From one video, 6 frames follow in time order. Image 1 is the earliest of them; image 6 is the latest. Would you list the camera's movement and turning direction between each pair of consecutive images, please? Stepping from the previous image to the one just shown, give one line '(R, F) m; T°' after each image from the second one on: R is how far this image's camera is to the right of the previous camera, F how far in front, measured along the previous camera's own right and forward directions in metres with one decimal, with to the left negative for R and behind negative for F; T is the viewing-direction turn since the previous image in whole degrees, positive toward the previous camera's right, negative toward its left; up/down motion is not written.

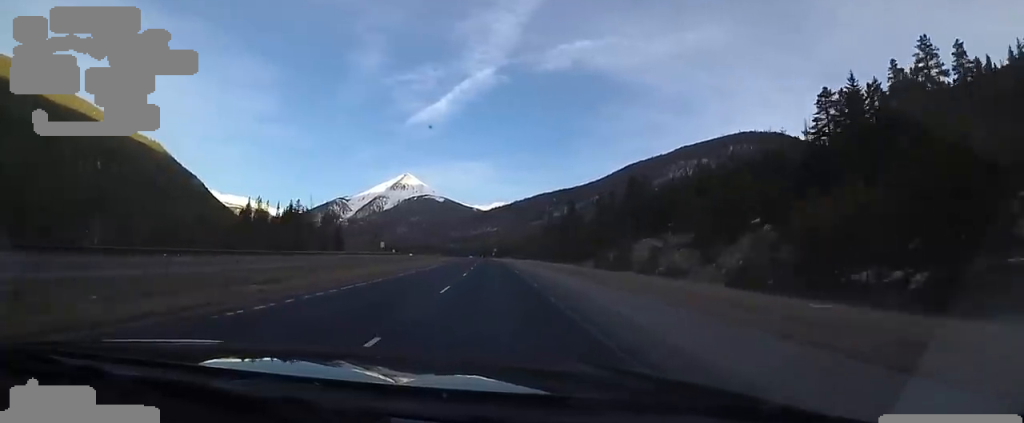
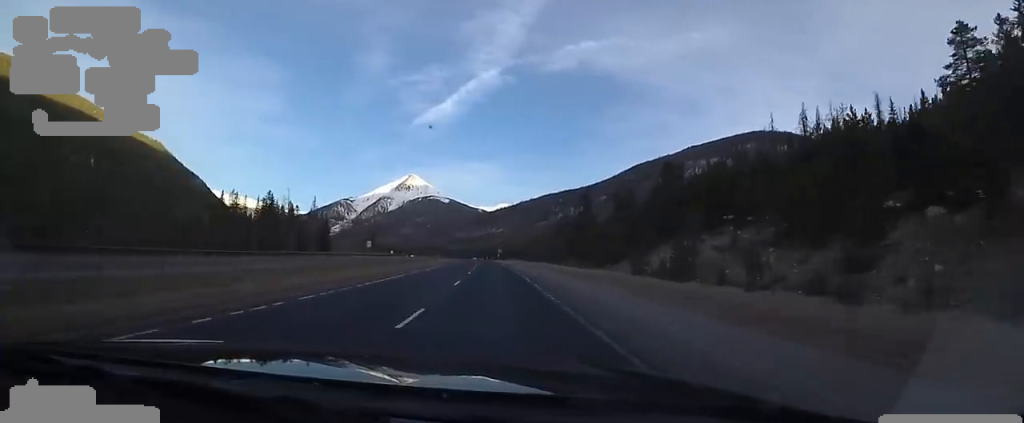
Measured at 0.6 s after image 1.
(-0.1, +19.8) m; 0°
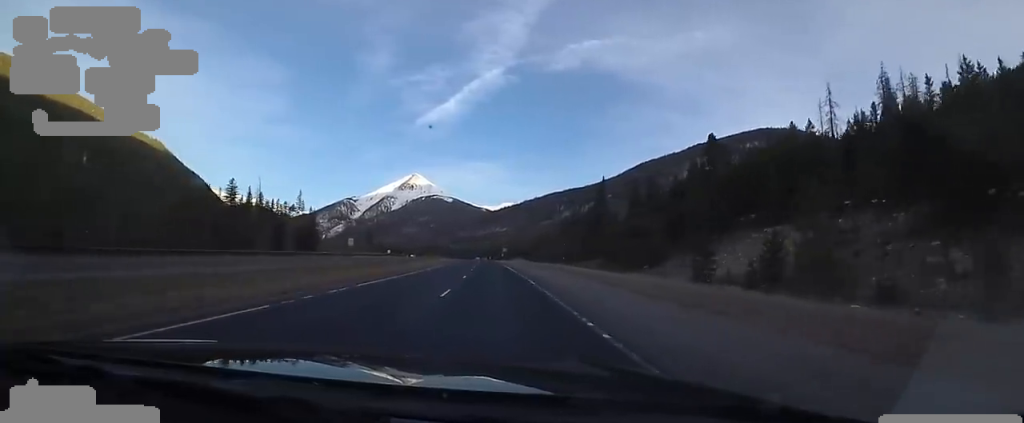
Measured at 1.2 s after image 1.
(+0.5, +17.6) m; -1°
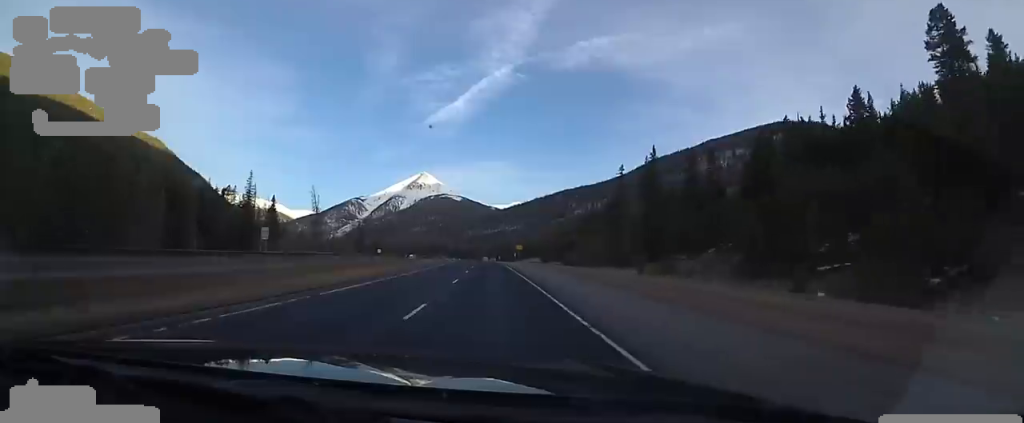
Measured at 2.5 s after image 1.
(-1.8, +41.6) m; -2°
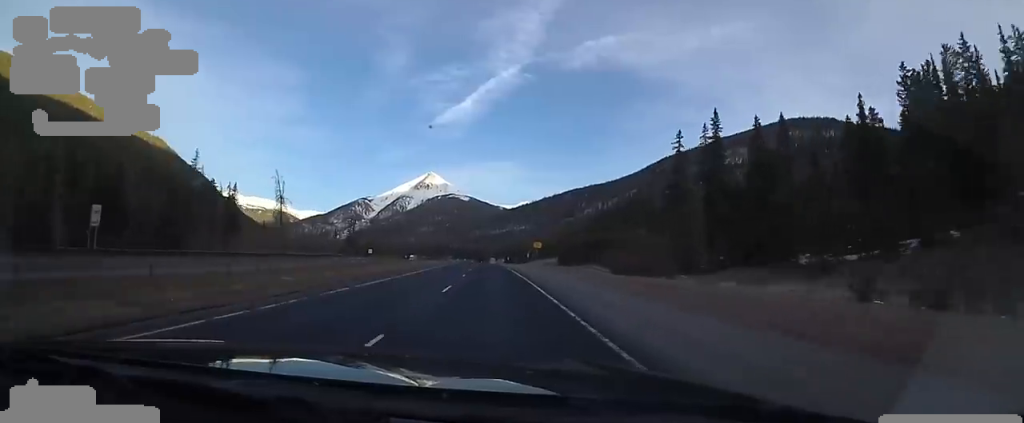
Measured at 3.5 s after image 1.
(+1.2, +29.3) m; 0°
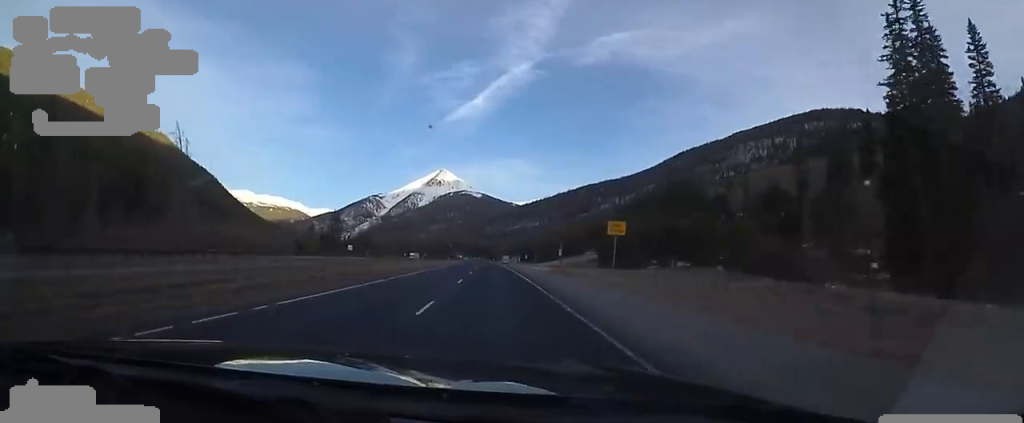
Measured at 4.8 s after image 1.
(-1.8, +42.8) m; -2°
